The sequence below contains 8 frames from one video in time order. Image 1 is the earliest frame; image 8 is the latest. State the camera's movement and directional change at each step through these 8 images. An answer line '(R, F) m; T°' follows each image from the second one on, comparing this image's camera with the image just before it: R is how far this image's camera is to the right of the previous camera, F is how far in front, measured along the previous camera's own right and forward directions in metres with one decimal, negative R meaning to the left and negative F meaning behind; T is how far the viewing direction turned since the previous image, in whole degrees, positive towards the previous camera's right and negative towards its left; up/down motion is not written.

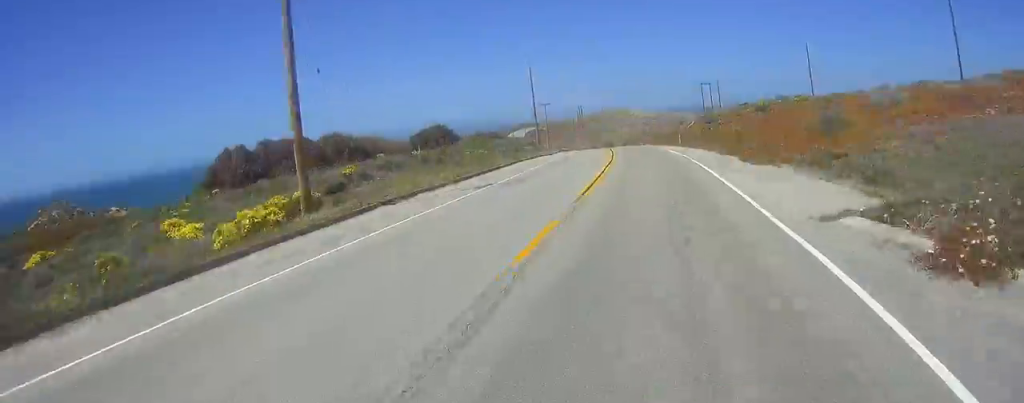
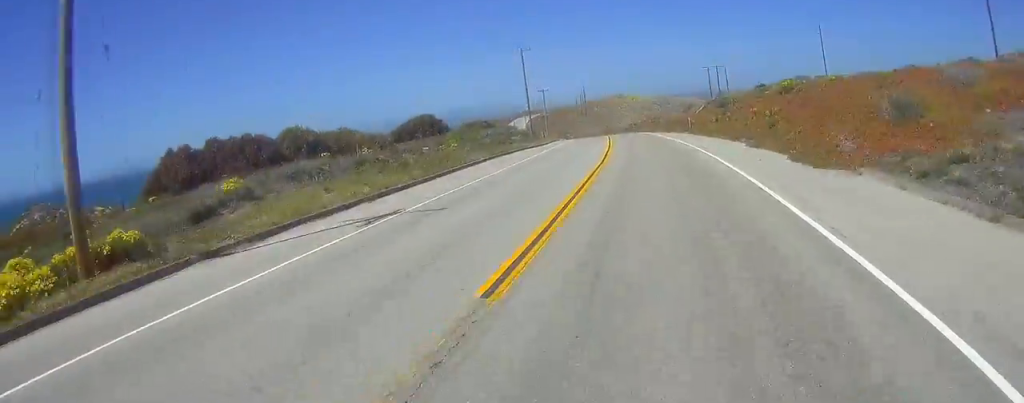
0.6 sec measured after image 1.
(-0.1, +10.2) m; 0°
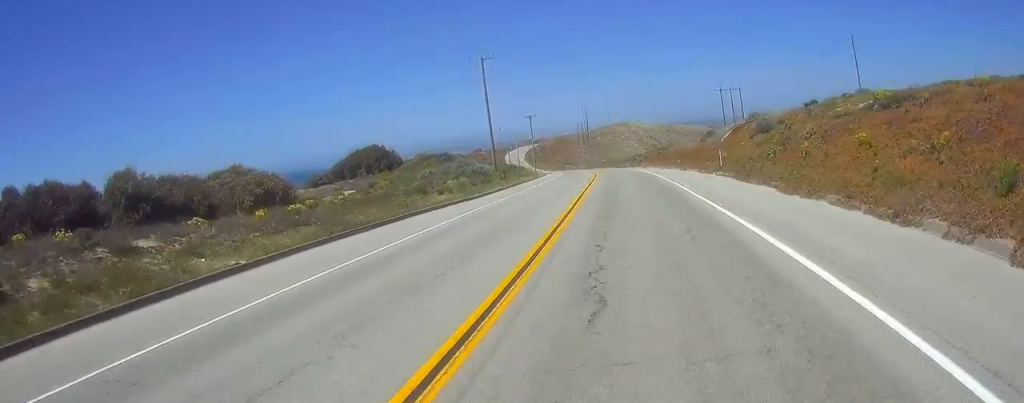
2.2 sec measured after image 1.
(+0.1, +25.4) m; +1°
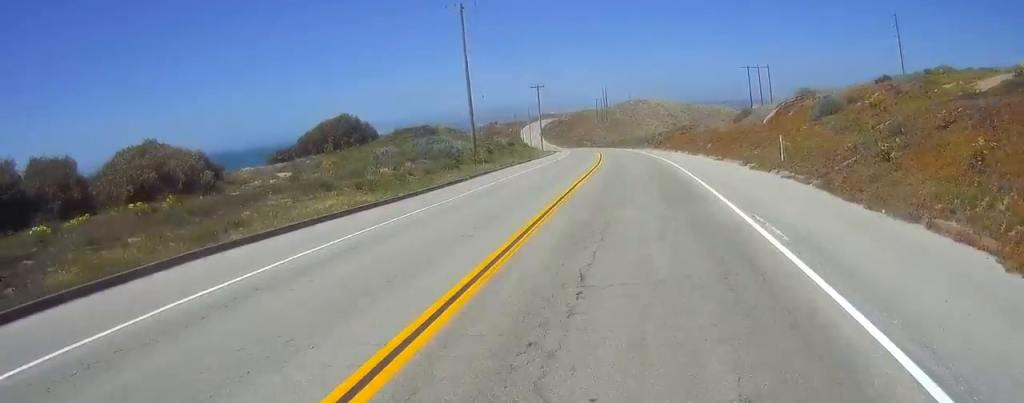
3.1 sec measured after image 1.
(0.0, +14.7) m; 0°
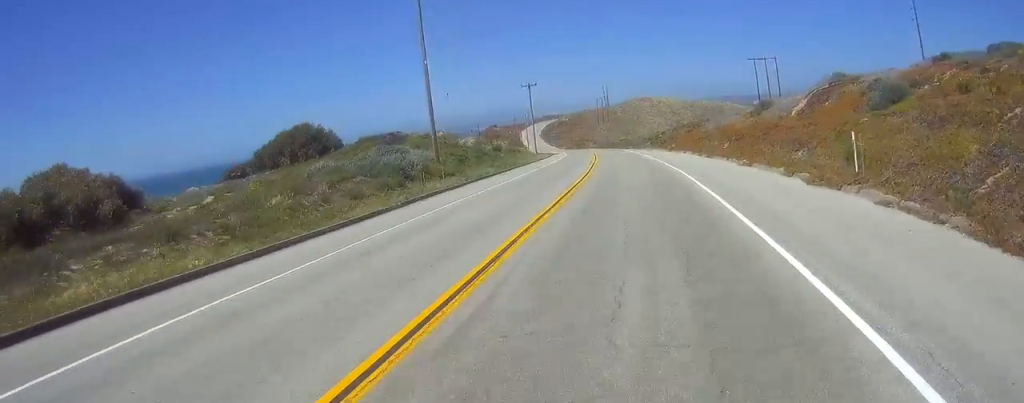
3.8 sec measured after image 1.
(+0.1, +9.8) m; -1°
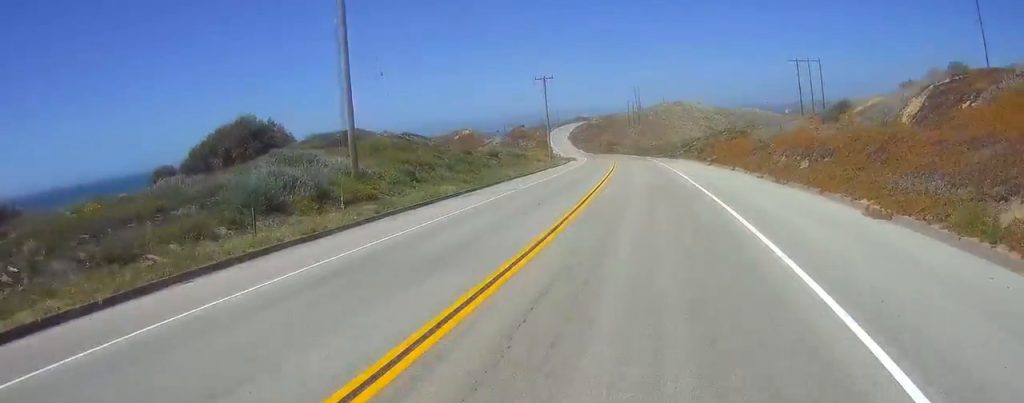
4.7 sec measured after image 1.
(-0.3, +15.2) m; -1°
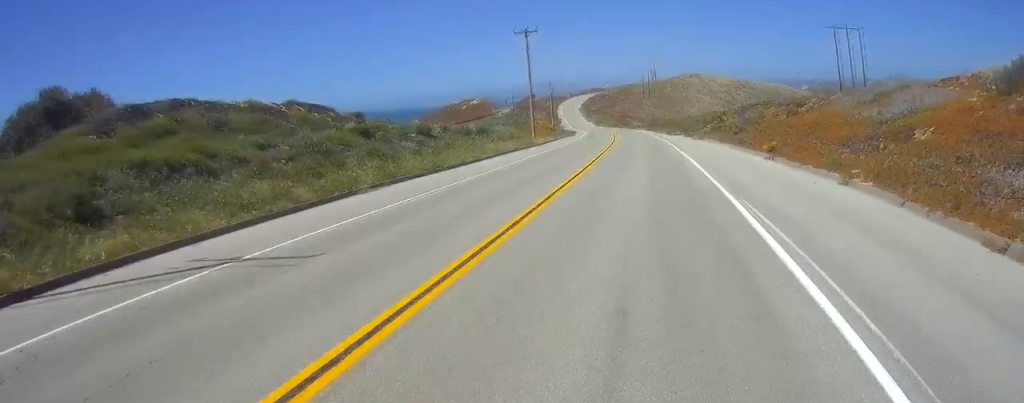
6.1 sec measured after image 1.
(-0.1, +21.5) m; -1°
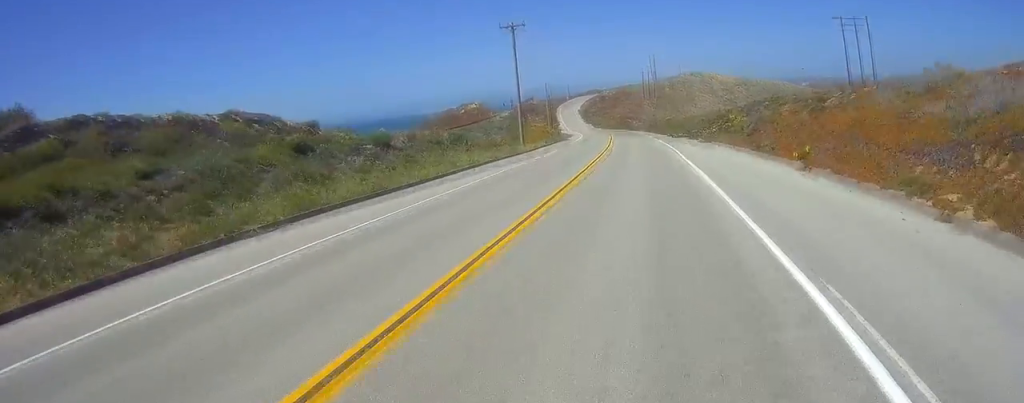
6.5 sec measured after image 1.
(0.0, +6.1) m; 0°
